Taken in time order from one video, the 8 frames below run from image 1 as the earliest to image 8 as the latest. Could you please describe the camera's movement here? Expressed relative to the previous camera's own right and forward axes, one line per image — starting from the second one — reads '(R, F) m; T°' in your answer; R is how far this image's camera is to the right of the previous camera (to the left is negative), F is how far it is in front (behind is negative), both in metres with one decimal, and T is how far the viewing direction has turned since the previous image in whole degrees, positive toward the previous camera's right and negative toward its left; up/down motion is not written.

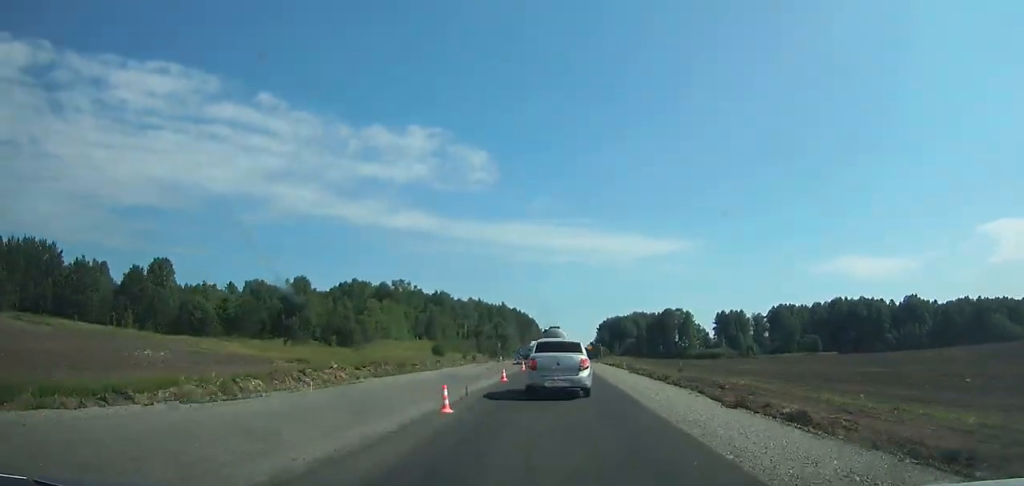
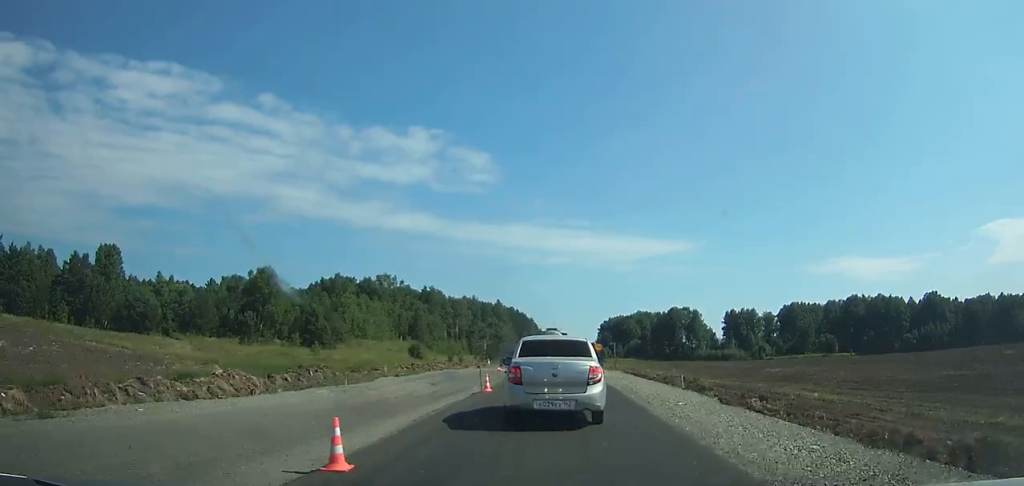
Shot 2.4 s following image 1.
(+0.1, +20.2) m; 0°
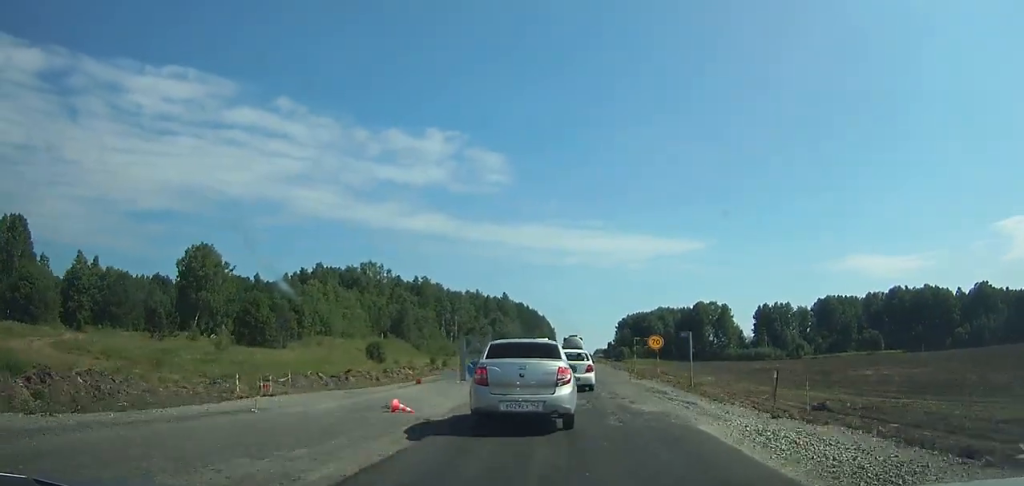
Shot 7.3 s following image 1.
(-0.2, +28.4) m; -1°
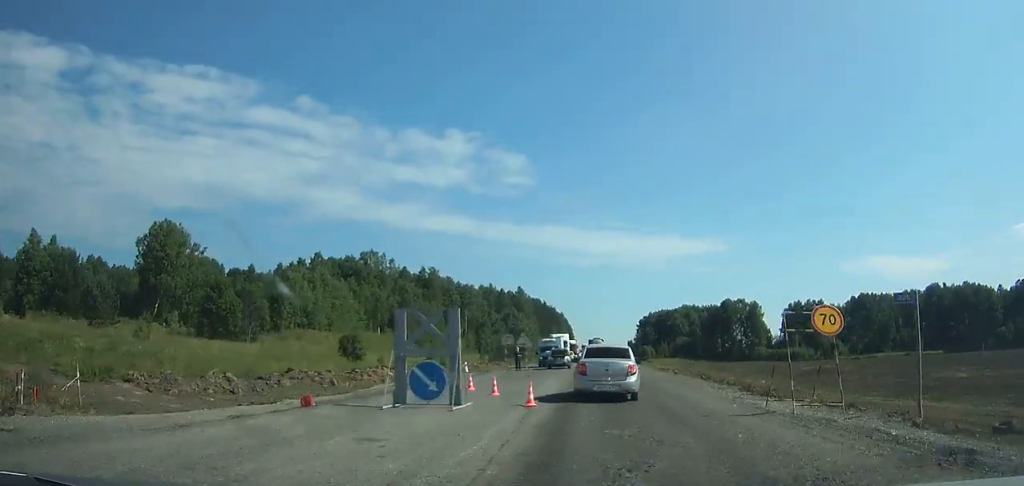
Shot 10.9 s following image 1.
(-0.1, +16.4) m; +1°
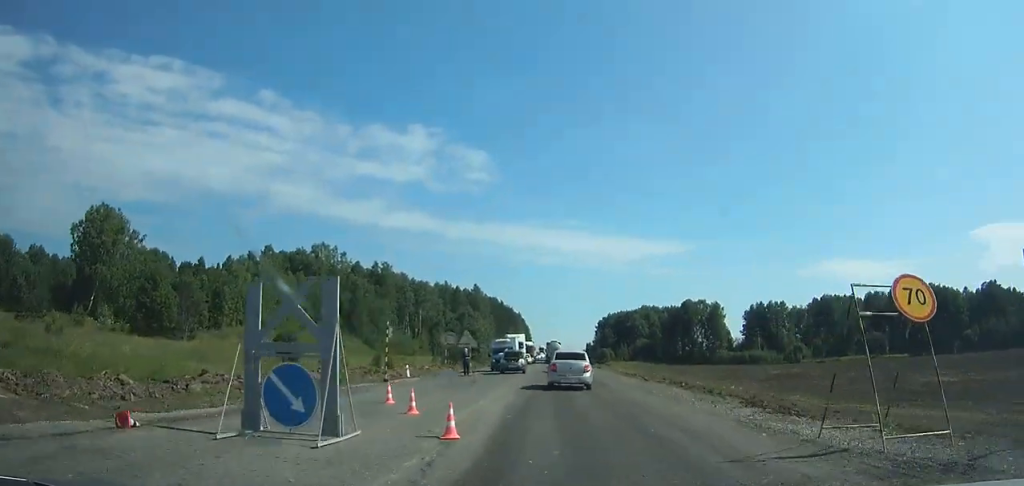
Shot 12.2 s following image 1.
(+0.1, +6.0) m; +1°
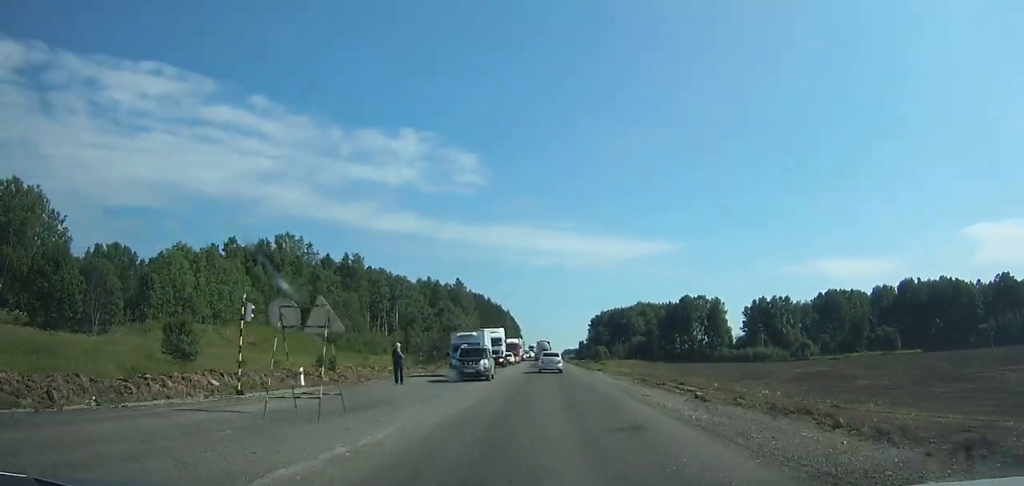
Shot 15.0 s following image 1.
(+0.2, +16.0) m; 0°
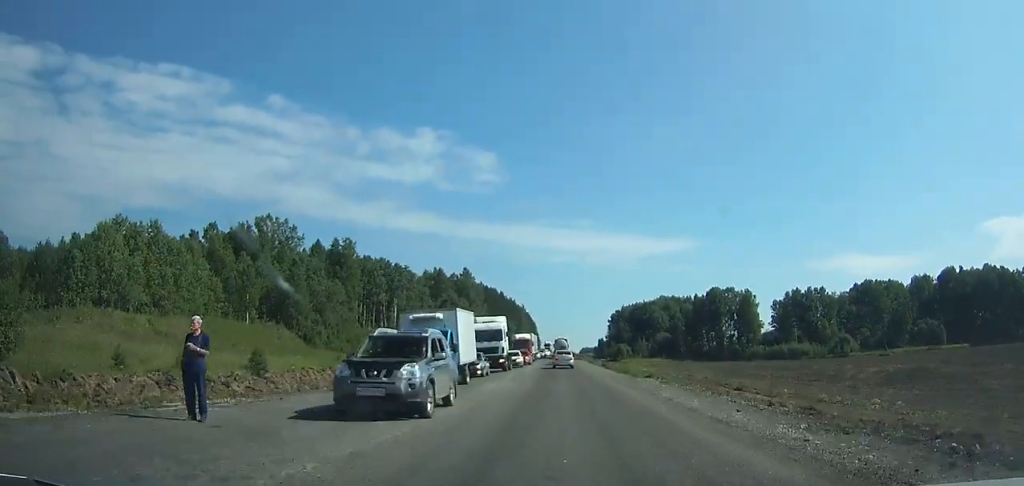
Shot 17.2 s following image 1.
(-0.2, +15.5) m; -1°
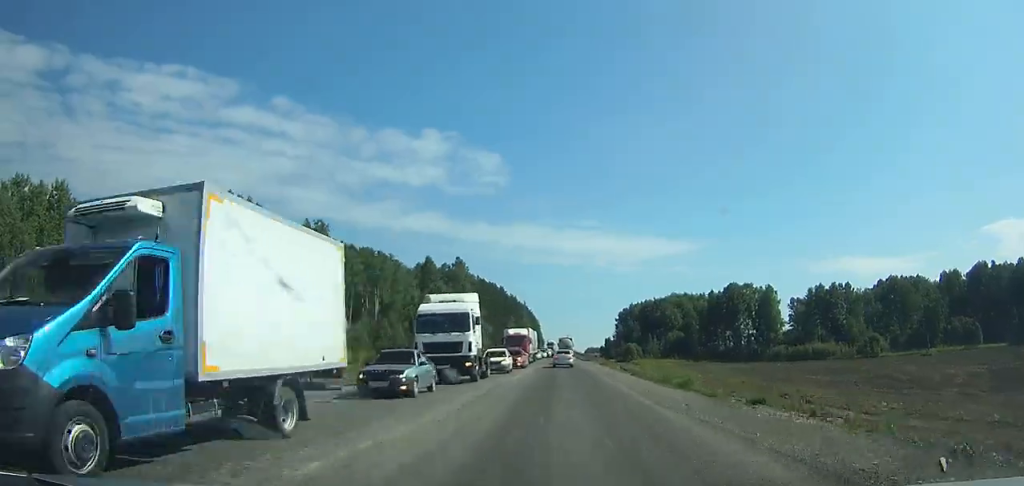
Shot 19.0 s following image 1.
(-0.1, +14.0) m; 0°
